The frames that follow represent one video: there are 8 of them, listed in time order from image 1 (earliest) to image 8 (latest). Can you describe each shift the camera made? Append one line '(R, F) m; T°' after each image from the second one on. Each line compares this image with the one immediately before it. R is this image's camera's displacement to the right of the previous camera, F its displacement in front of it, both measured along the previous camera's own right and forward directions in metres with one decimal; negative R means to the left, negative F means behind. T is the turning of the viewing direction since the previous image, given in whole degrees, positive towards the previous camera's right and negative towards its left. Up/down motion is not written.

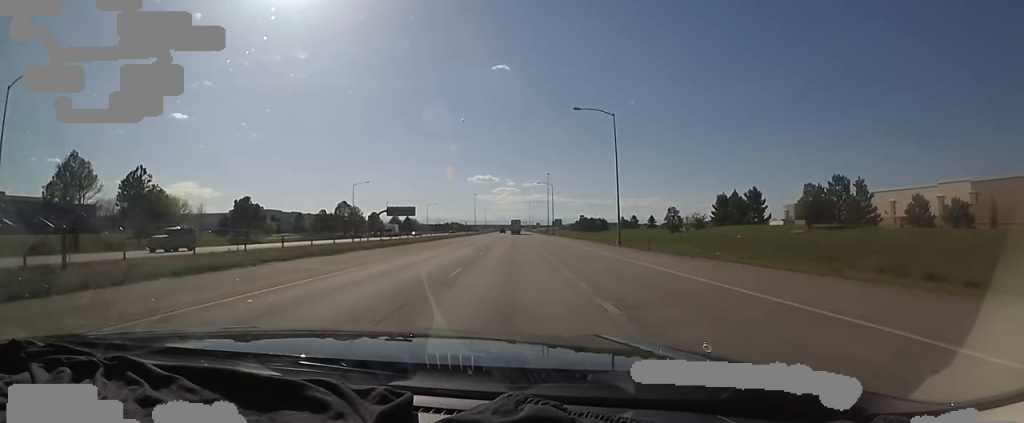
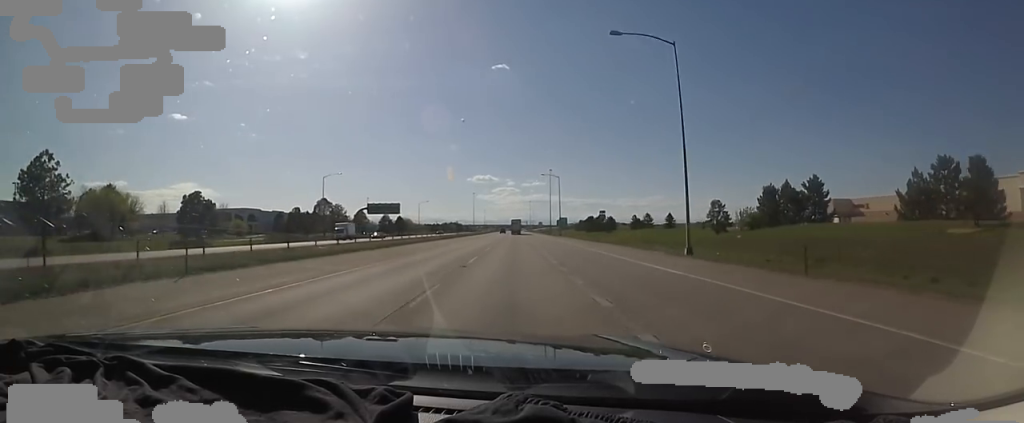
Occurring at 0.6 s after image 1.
(+0.3, +17.1) m; 0°
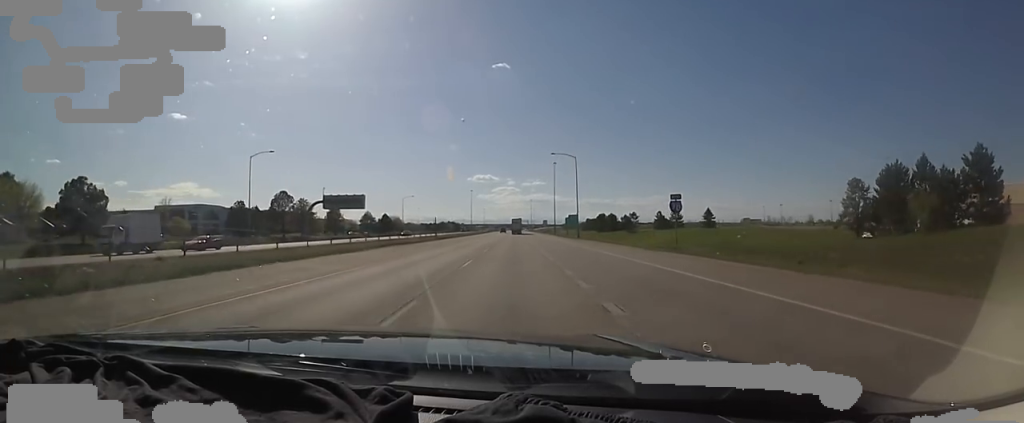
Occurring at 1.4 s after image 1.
(0.0, +26.3) m; 0°
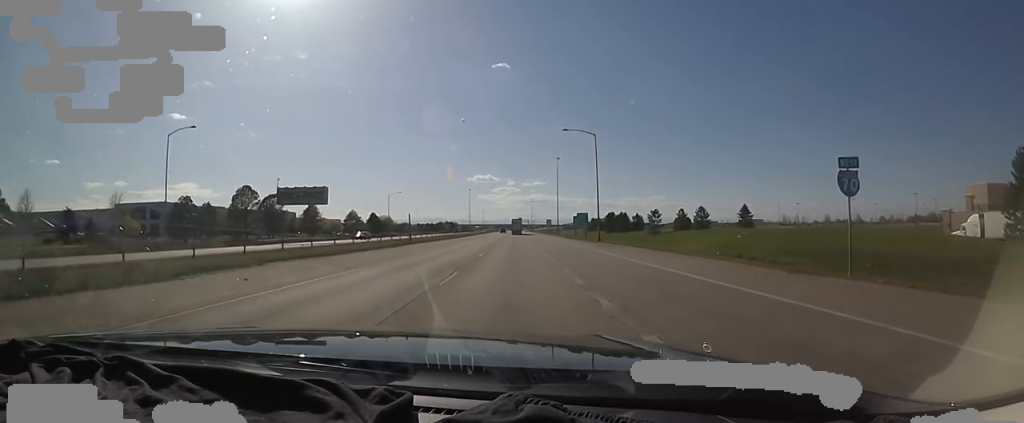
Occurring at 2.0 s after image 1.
(-0.1, +17.3) m; 0°
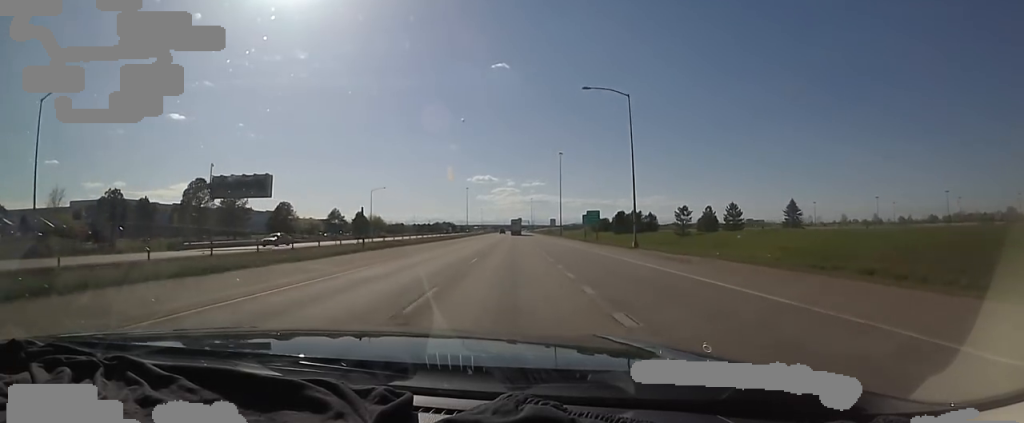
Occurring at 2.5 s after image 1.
(0.0, +16.3) m; 0°
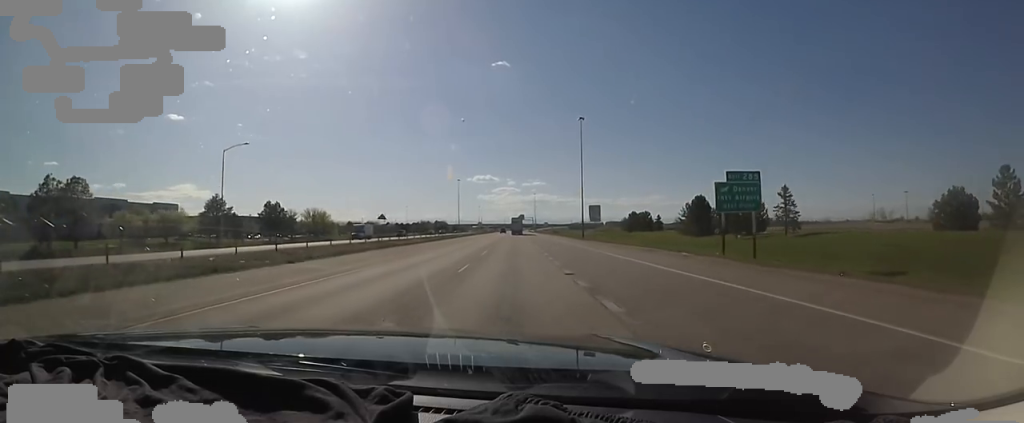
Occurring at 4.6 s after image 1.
(+0.7, +64.0) m; +1°
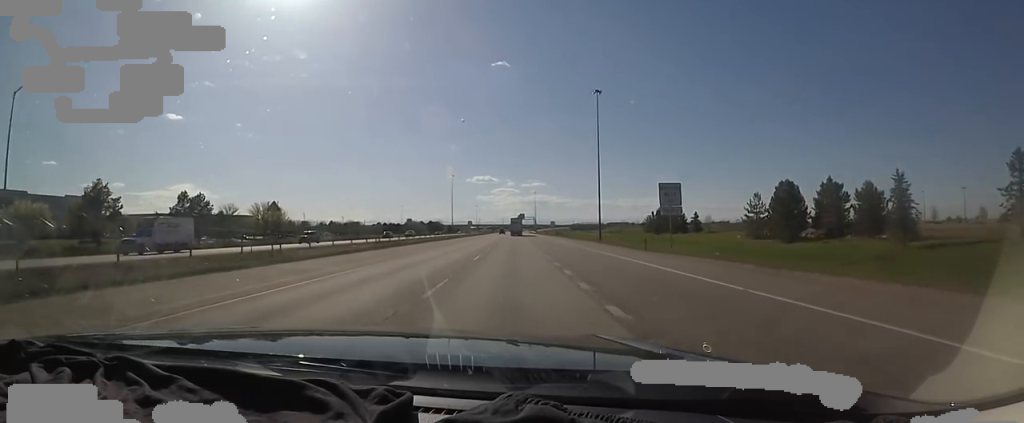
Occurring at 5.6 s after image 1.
(-0.1, +29.5) m; -1°
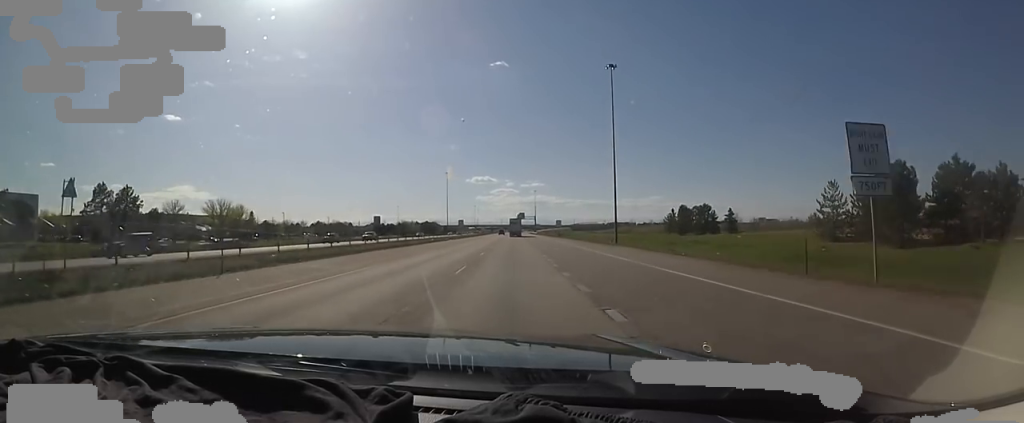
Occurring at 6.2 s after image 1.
(-0.1, +18.4) m; 0°
